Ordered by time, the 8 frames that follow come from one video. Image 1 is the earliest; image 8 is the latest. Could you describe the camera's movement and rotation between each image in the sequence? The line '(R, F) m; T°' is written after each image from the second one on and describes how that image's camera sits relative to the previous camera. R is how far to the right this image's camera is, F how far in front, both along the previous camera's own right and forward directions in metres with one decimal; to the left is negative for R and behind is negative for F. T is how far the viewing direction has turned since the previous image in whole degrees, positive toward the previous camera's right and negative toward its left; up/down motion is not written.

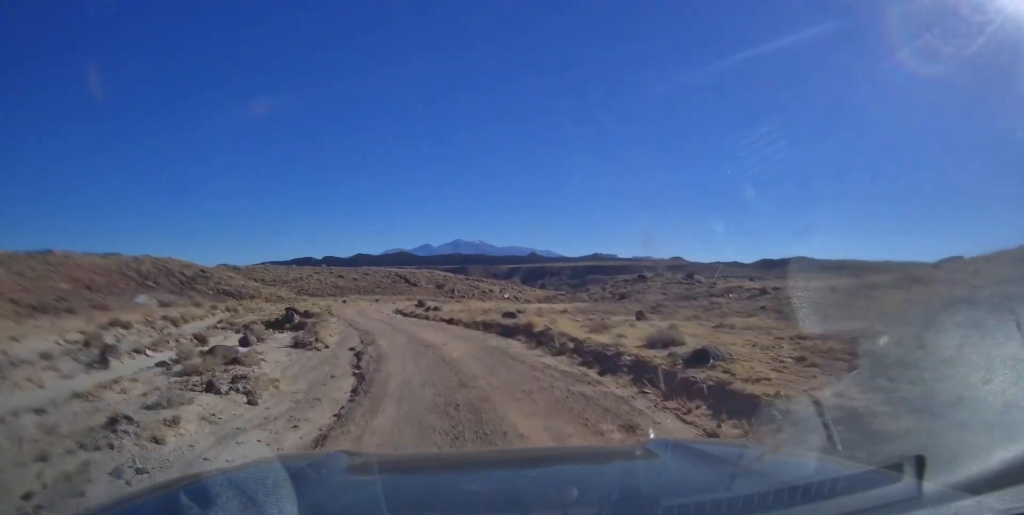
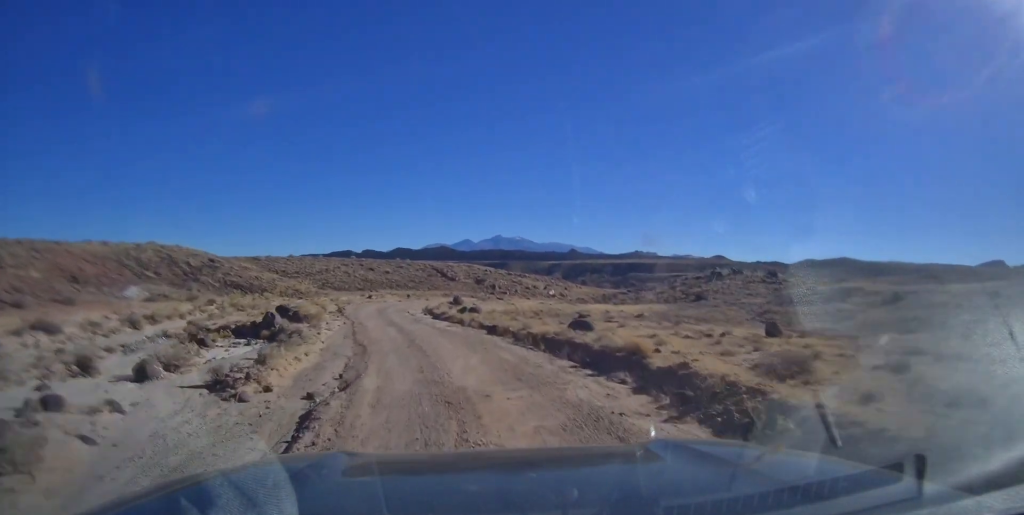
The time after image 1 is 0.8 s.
(+0.5, +7.9) m; -1°
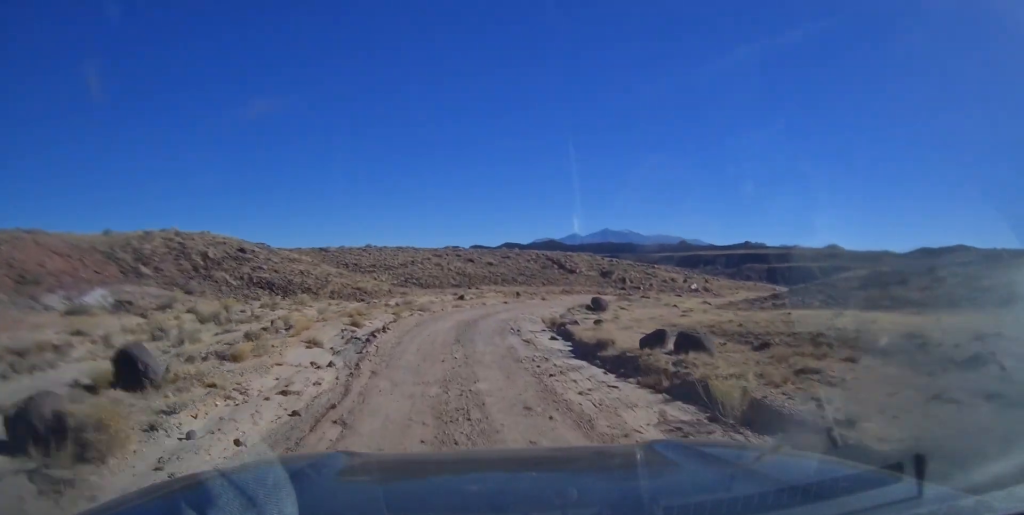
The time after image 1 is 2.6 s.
(-1.4, +18.6) m; -6°
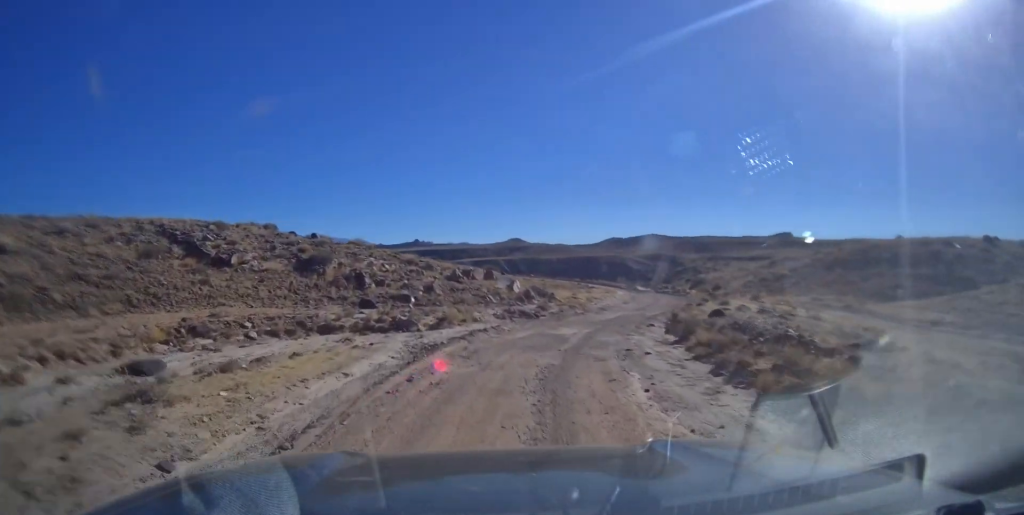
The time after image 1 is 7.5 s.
(+1.3, +49.7) m; +16°
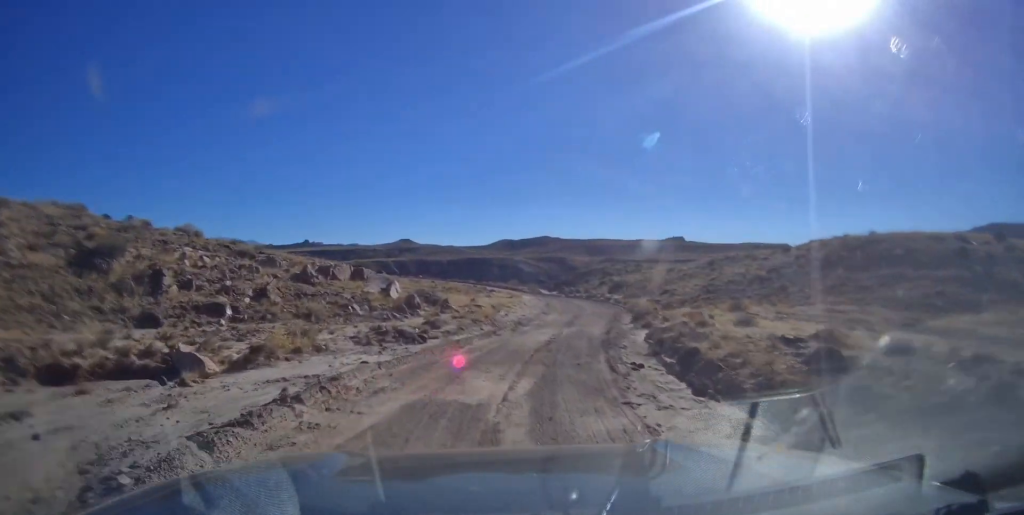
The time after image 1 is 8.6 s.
(+0.1, +10.2) m; +11°
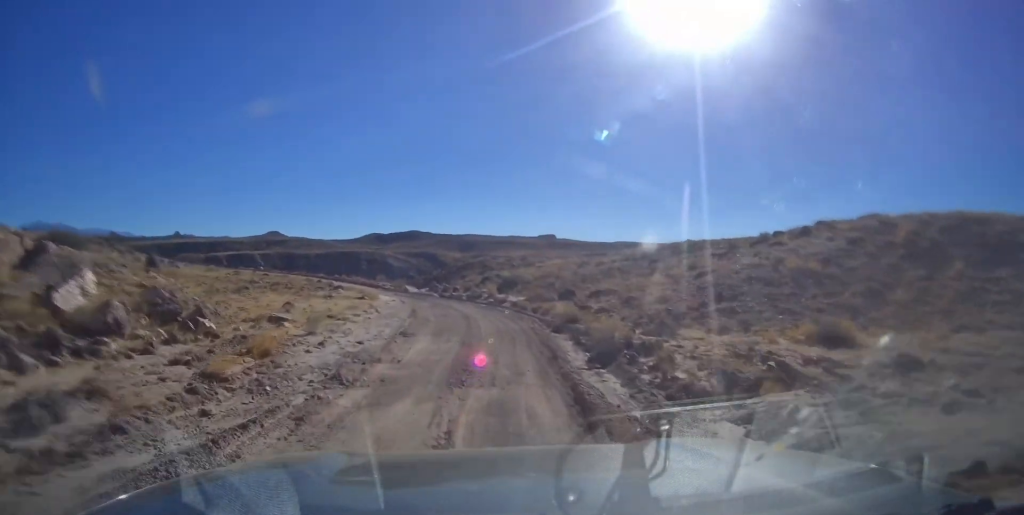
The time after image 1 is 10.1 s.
(+2.6, +12.7) m; +13°
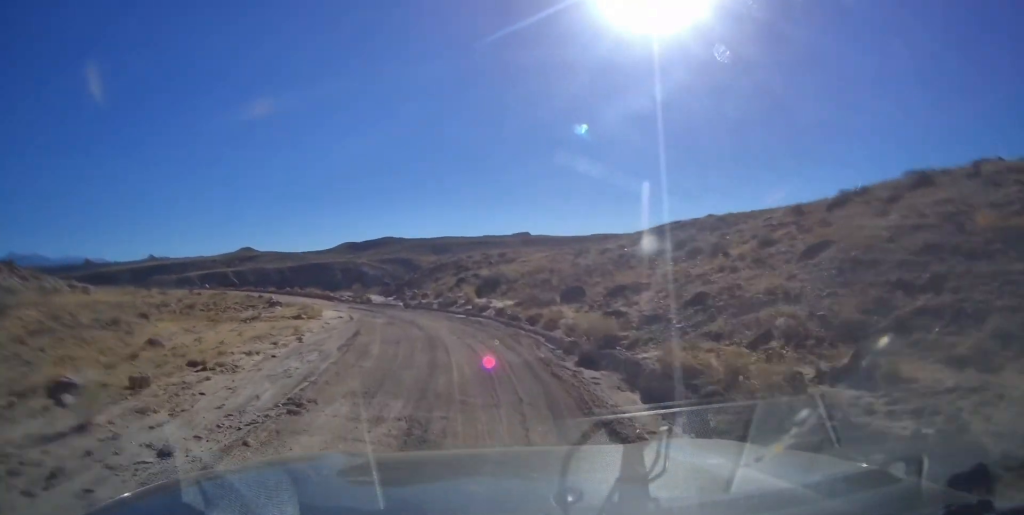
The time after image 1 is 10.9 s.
(+0.5, +7.5) m; +6°
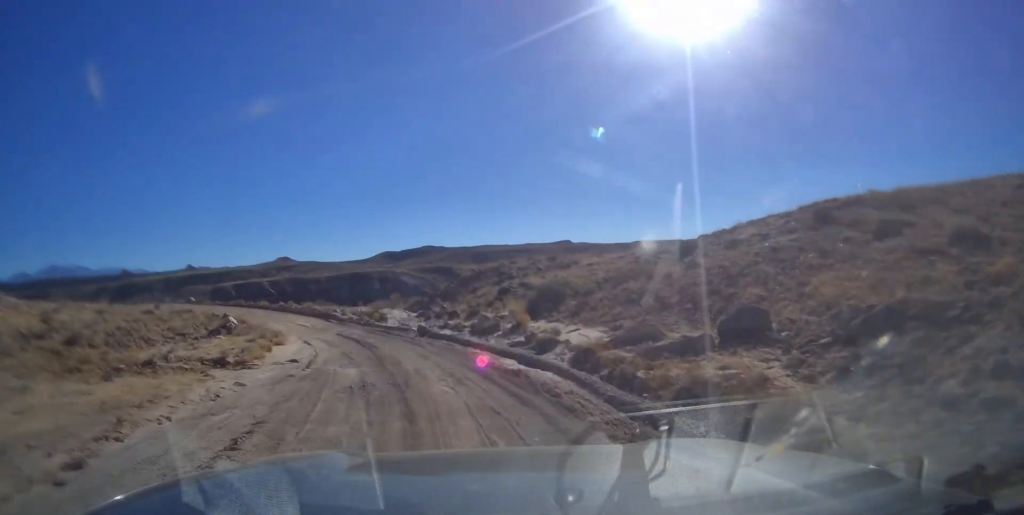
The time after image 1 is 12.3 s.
(+0.8, +10.7) m; +3°
